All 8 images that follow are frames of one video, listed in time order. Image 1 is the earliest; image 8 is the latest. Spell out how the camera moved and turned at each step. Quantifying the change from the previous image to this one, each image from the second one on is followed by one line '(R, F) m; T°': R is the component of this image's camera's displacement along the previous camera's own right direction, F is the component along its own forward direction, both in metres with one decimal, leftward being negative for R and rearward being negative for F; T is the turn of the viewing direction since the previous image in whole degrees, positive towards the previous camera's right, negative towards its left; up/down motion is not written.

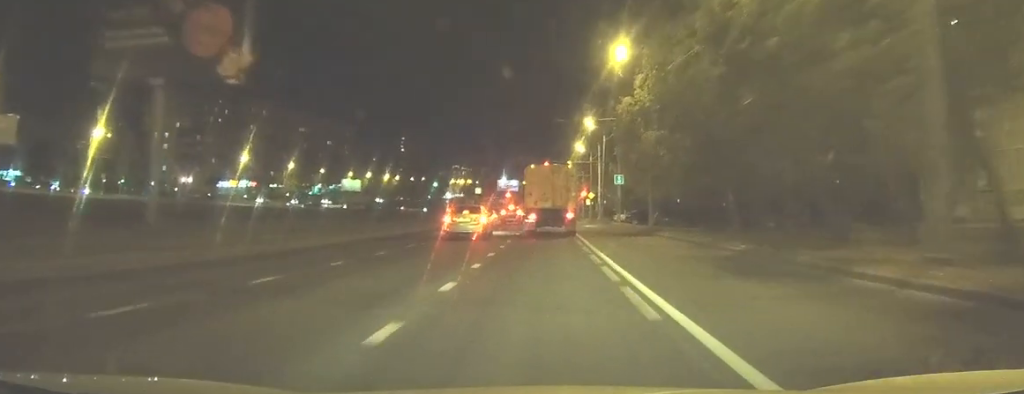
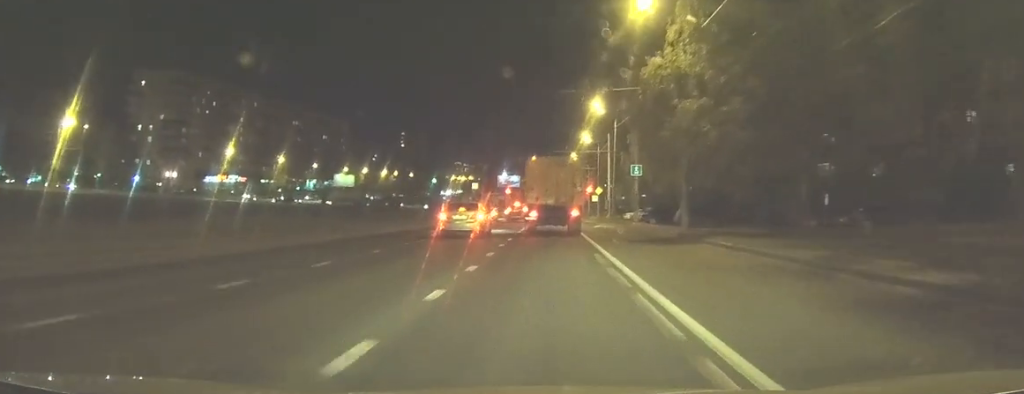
(0.0, +8.9) m; 0°
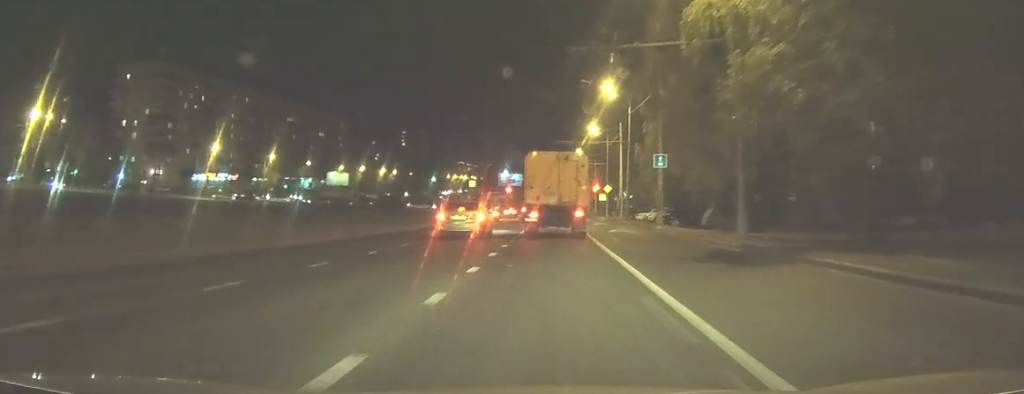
(0.0, +8.6) m; 0°
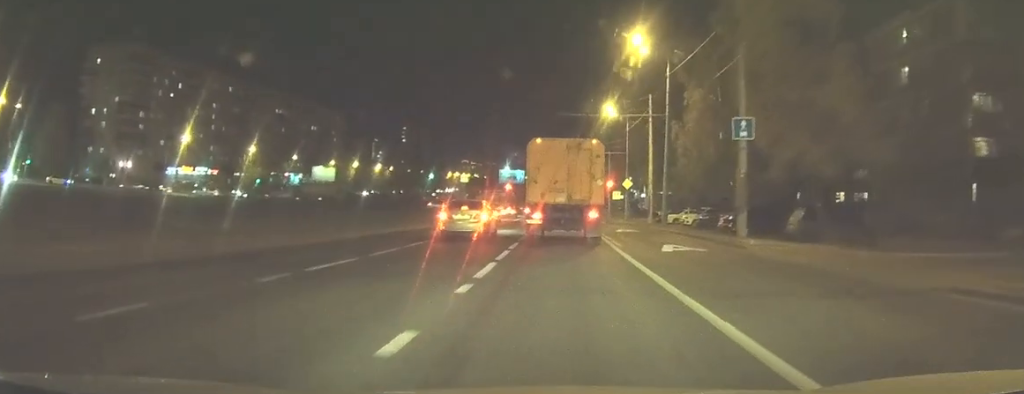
(0.0, +15.1) m; 0°
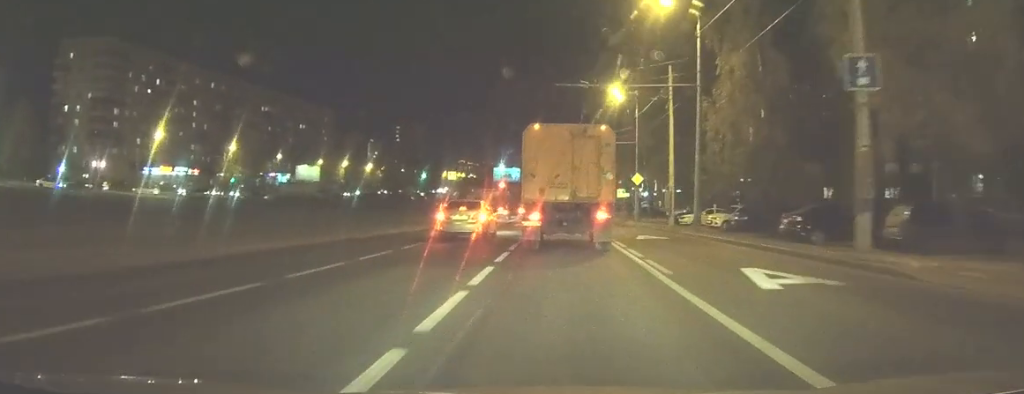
(0.0, +9.0) m; -1°
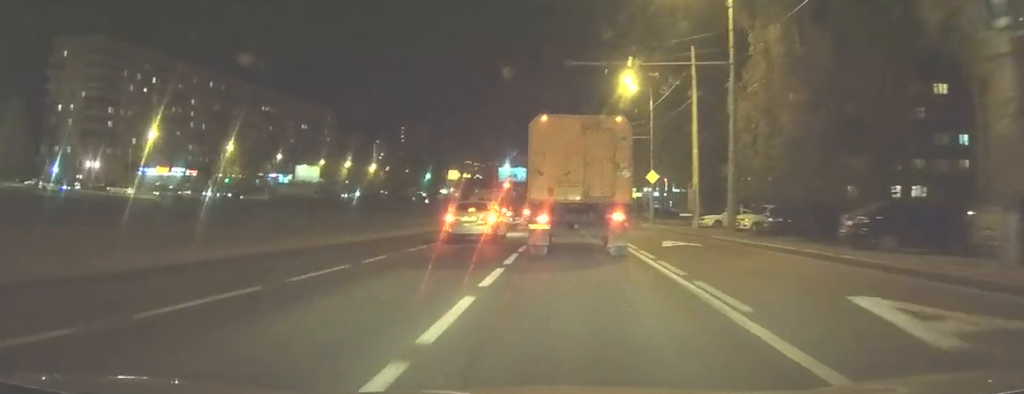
(+0.1, +4.6) m; -1°
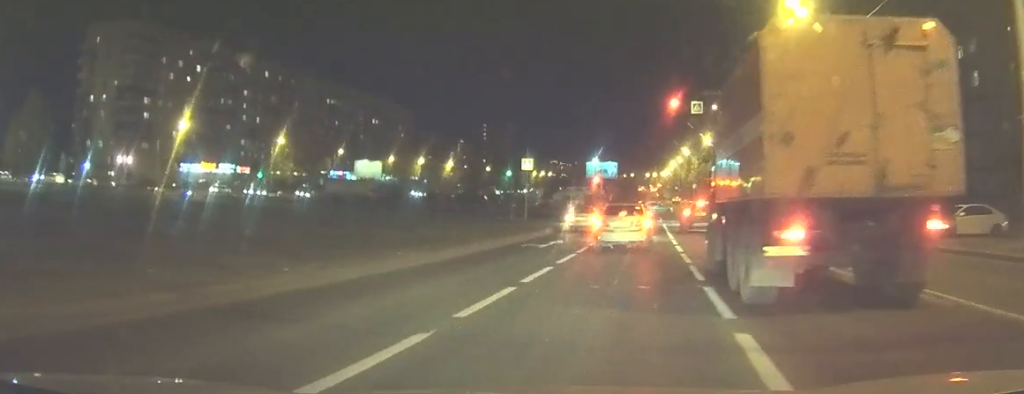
(-0.7, +19.2) m; -2°
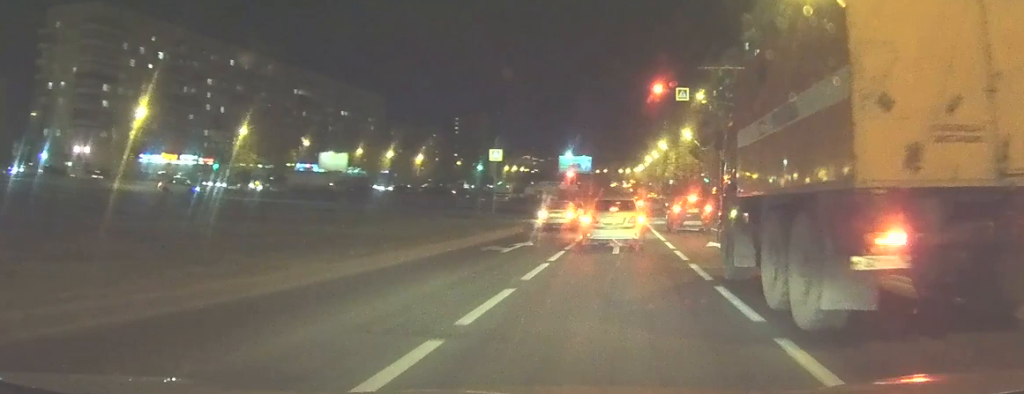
(0.0, +4.5) m; +1°
